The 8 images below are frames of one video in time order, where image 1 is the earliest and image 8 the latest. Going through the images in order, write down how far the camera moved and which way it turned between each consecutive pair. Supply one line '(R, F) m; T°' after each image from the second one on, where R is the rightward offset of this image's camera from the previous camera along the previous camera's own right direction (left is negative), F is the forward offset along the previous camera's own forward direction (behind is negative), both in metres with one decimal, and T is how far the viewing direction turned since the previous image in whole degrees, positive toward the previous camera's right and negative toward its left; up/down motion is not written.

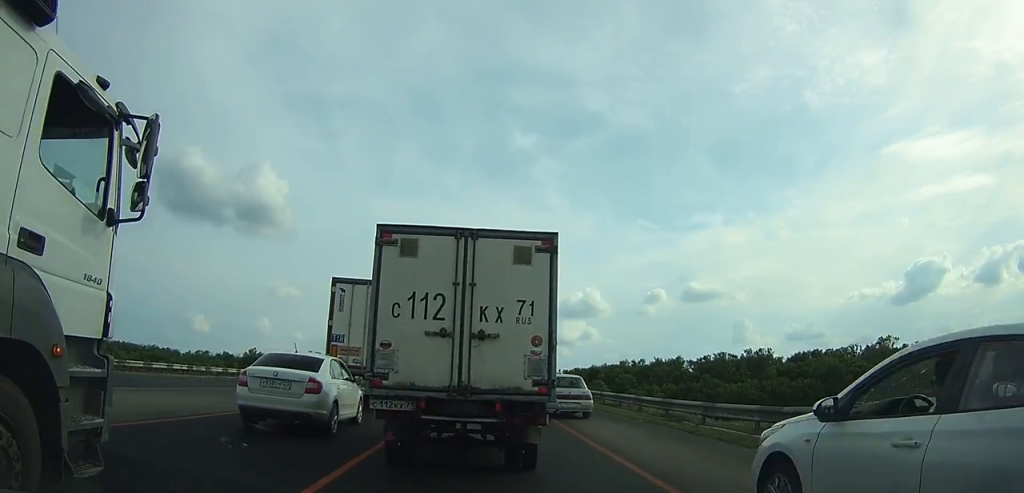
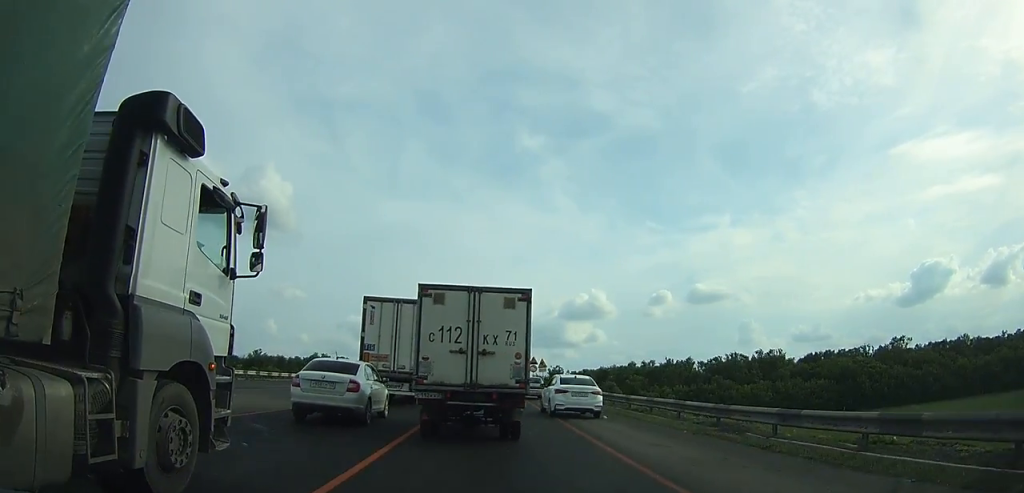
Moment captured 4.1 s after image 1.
(+0.2, +5.4) m; +1°
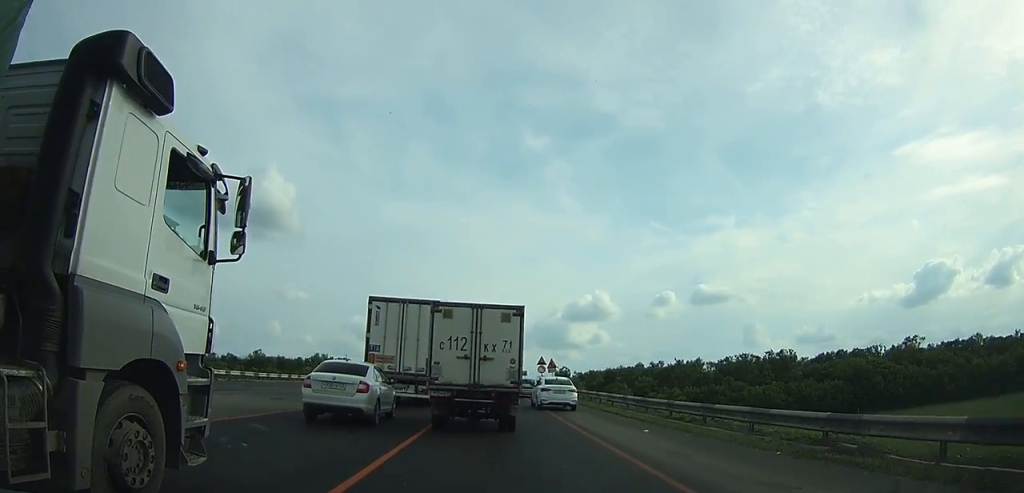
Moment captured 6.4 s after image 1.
(-0.1, +4.0) m; -2°
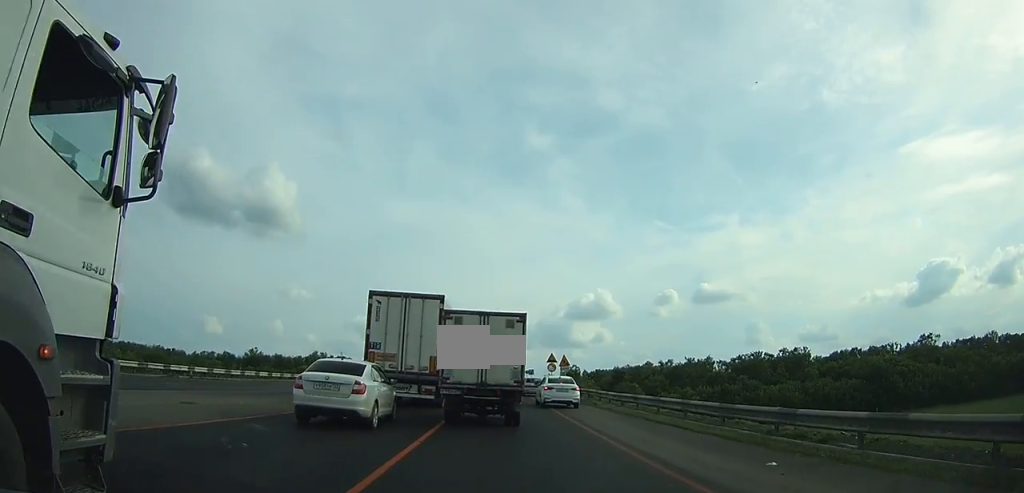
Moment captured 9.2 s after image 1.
(0.0, +5.6) m; 0°
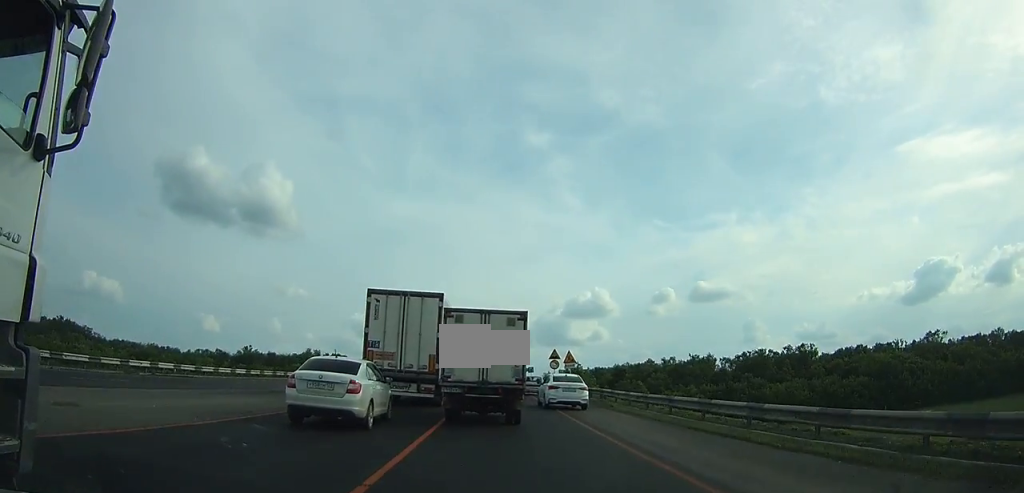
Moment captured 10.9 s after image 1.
(0.0, +3.5) m; +1°
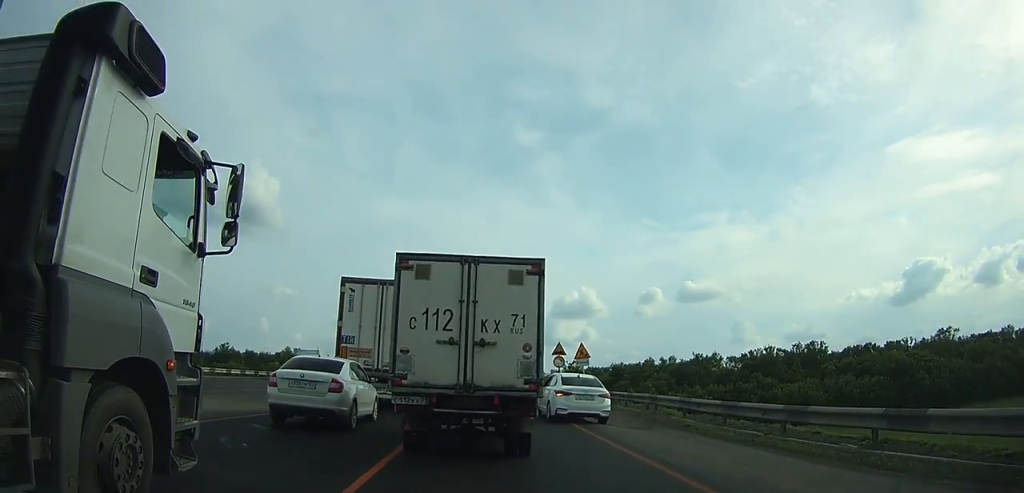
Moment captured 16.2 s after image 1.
(+0.3, +10.2) m; +3°
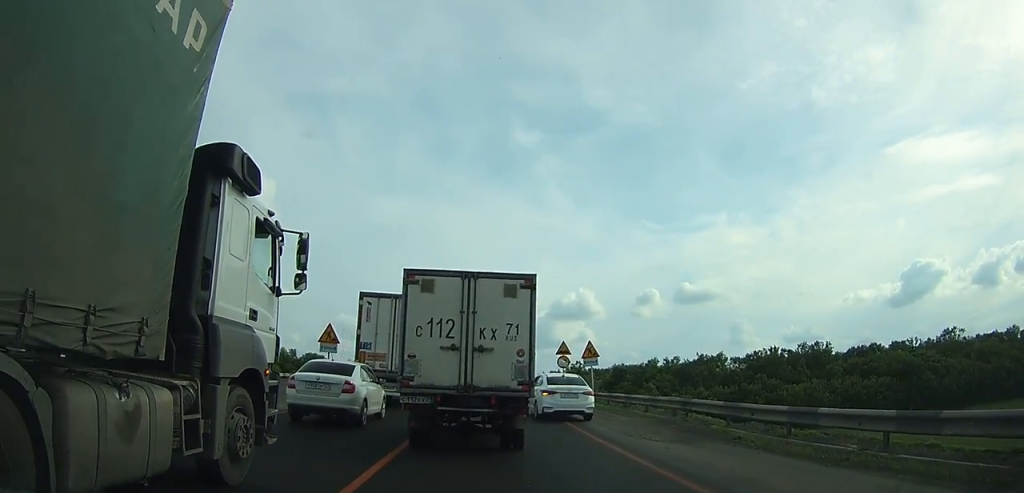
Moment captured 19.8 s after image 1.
(0.0, +6.4) m; -1°
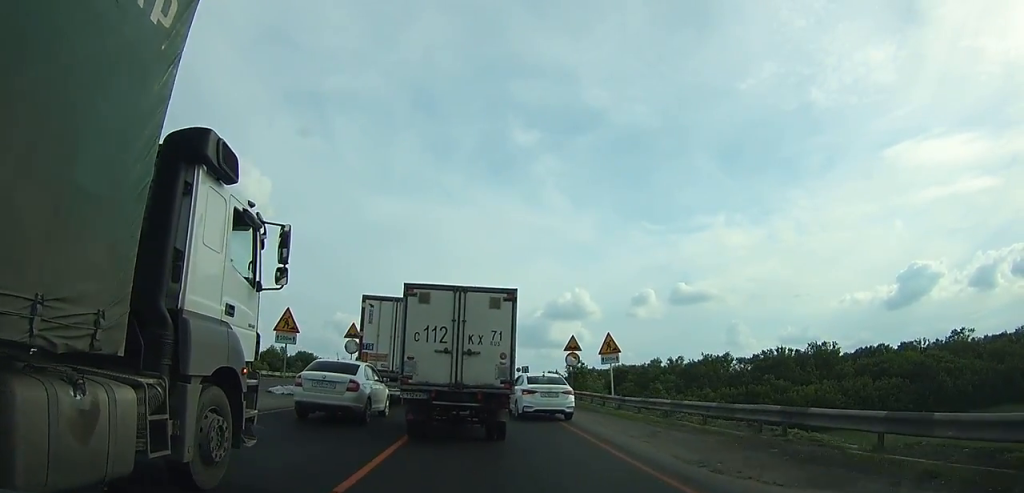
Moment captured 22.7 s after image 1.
(-0.1, +5.7) m; 0°
